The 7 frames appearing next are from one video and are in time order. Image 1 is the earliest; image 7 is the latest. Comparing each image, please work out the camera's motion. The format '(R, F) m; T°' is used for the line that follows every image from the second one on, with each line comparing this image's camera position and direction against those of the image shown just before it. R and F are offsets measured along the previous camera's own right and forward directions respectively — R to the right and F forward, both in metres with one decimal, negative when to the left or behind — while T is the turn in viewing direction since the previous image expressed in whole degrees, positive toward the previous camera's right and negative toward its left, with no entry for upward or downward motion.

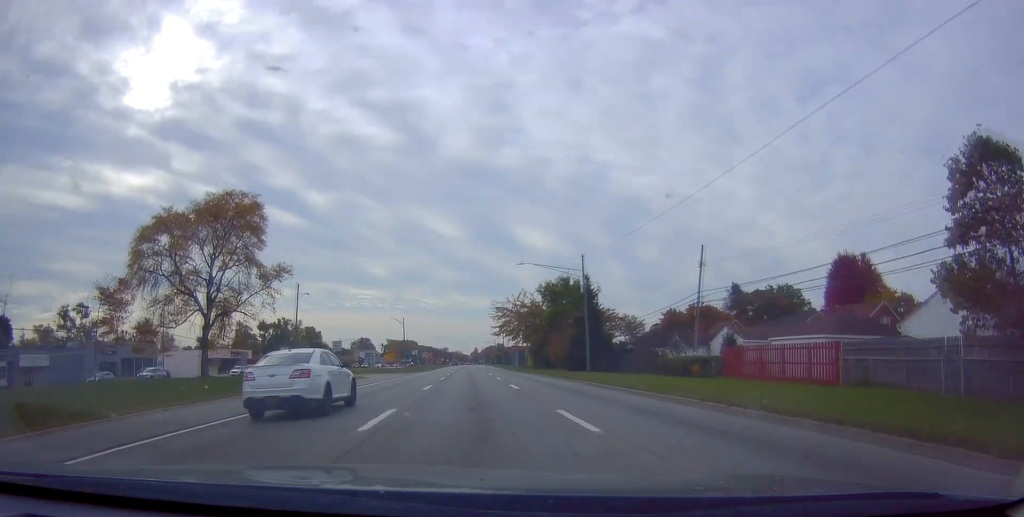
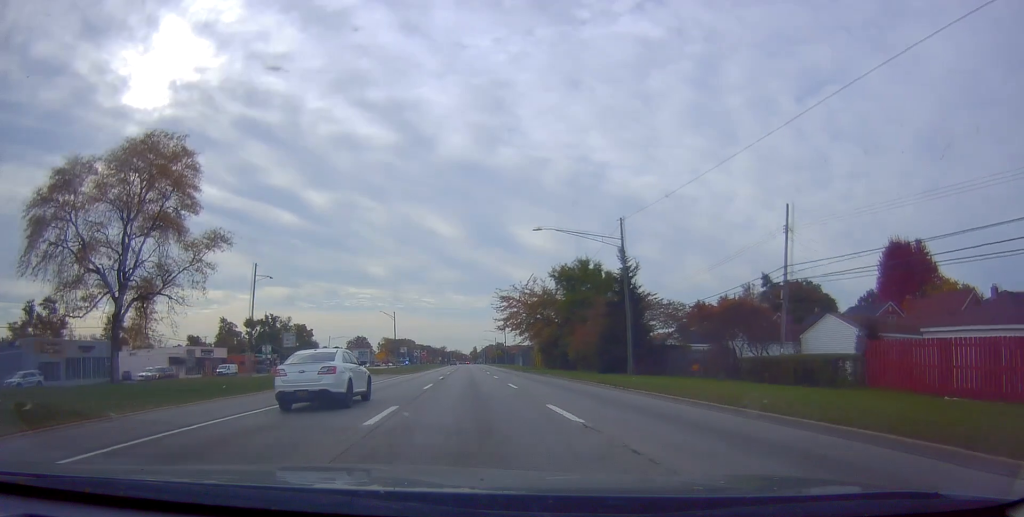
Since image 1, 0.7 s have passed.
(-0.5, +14.2) m; 0°
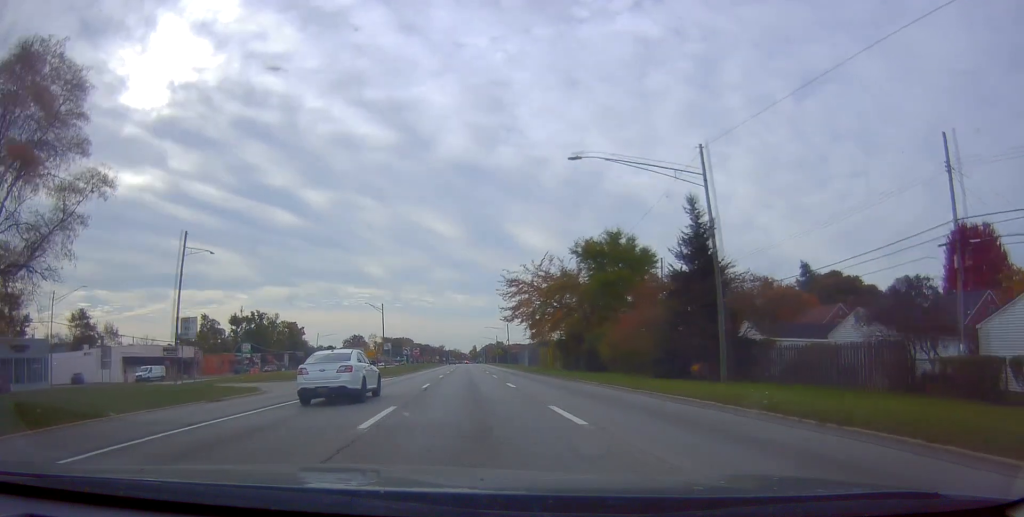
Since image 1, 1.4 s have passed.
(+0.3, +14.9) m; 0°
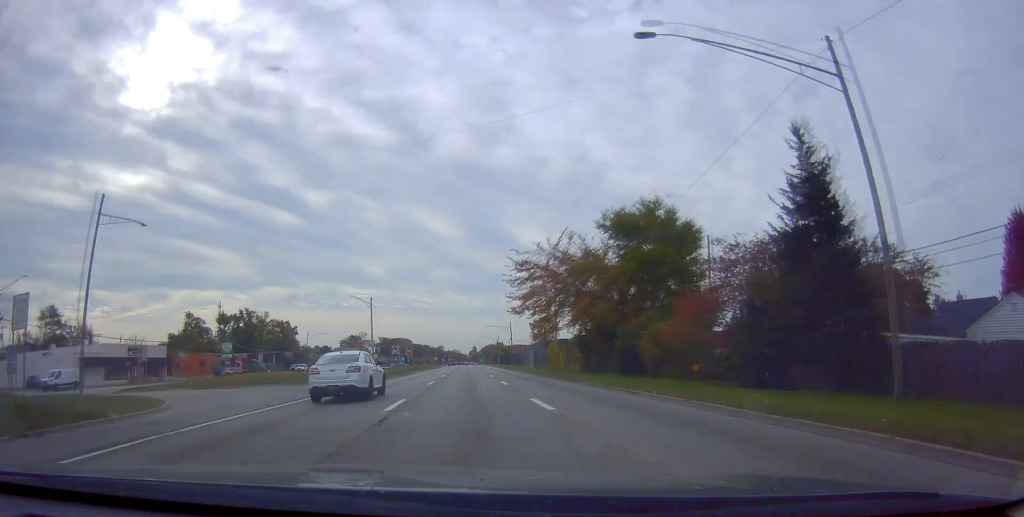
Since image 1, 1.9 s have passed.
(+0.3, +11.3) m; 0°
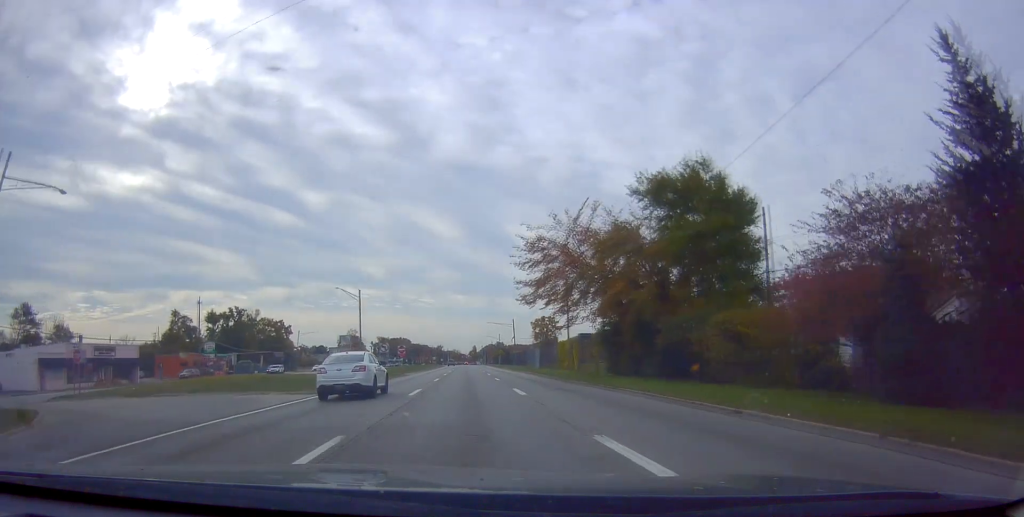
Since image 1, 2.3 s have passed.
(-0.3, +9.2) m; 0°
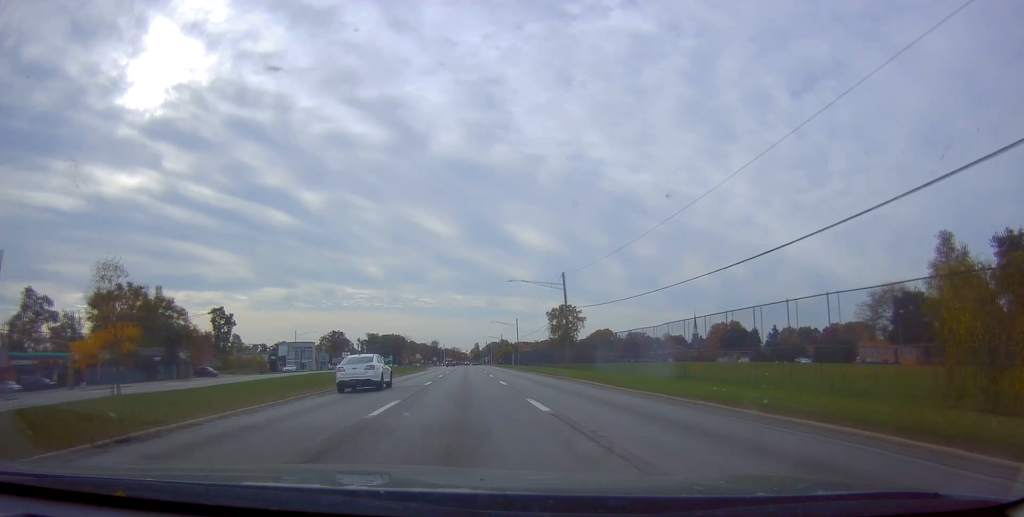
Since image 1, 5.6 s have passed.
(-0.2, +68.2) m; 0°
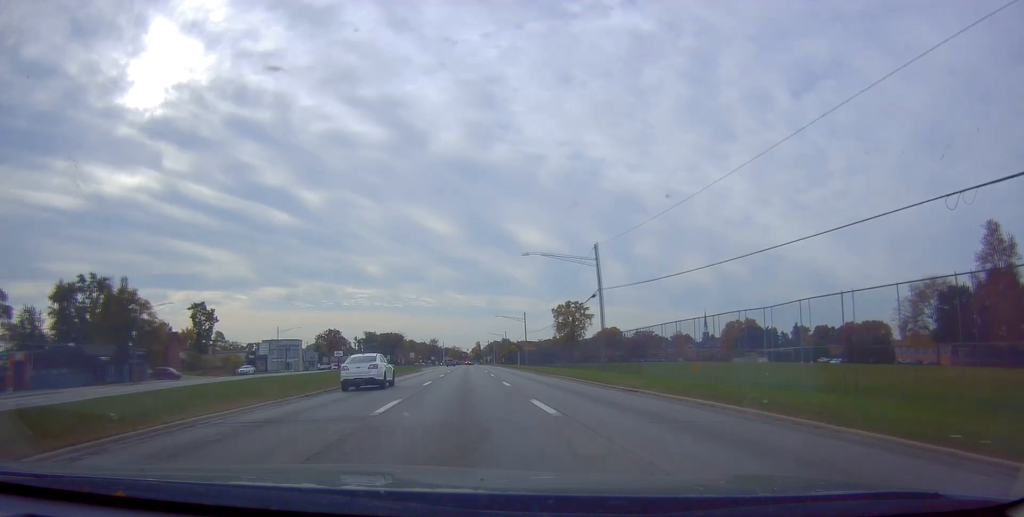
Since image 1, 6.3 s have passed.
(+0.3, +15.7) m; +1°
